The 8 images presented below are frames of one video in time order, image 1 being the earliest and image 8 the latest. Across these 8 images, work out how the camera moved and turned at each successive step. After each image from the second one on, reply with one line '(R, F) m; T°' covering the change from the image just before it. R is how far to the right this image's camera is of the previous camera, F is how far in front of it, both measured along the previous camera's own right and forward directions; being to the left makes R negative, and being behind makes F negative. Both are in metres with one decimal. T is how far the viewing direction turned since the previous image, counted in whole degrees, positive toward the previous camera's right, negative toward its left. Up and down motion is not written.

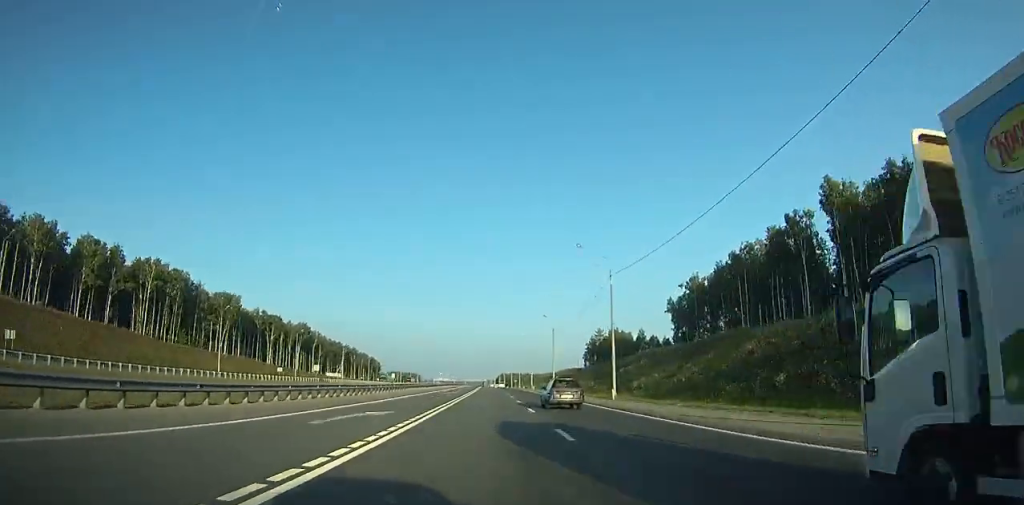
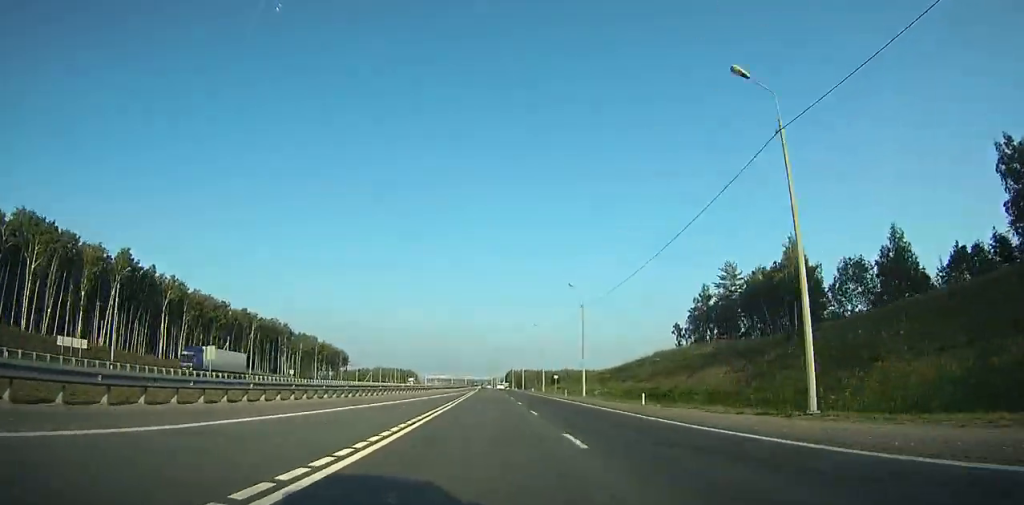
(0.0, +117.3) m; 0°
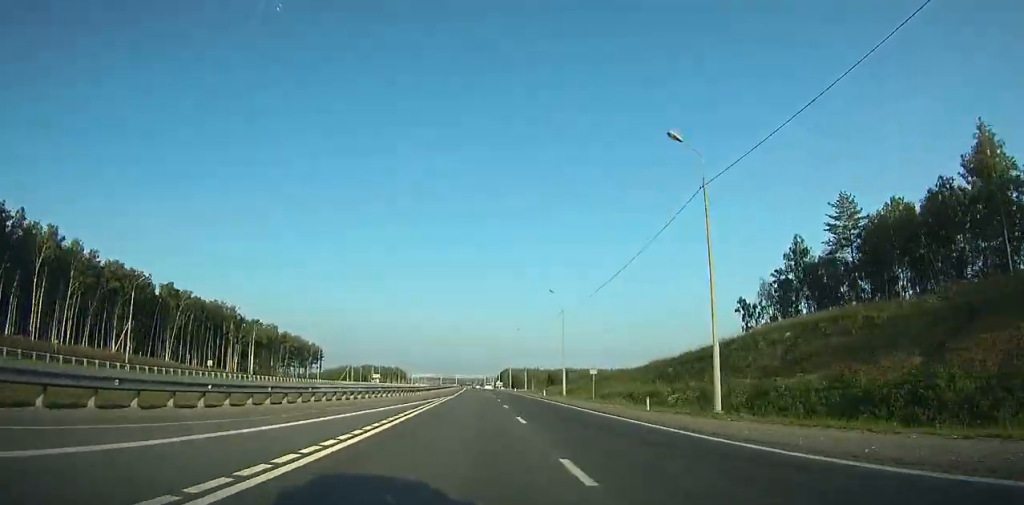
(-0.2, +39.2) m; 0°
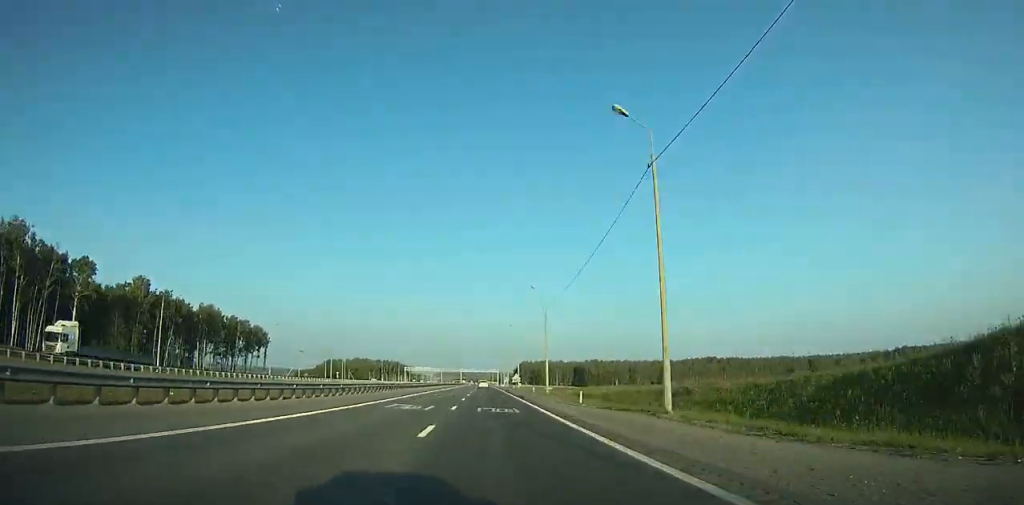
(+0.4, +86.7) m; -1°
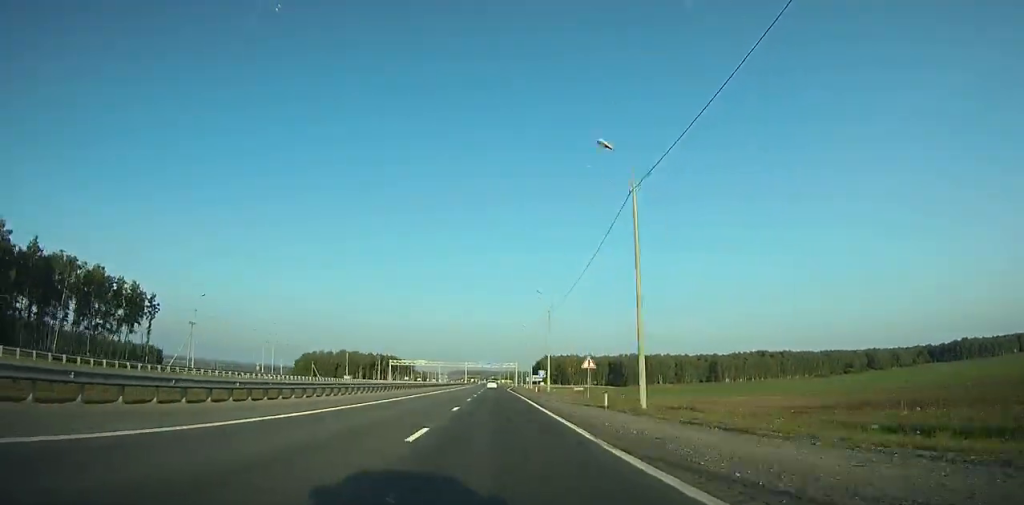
(-1.2, +86.5) m; -1°
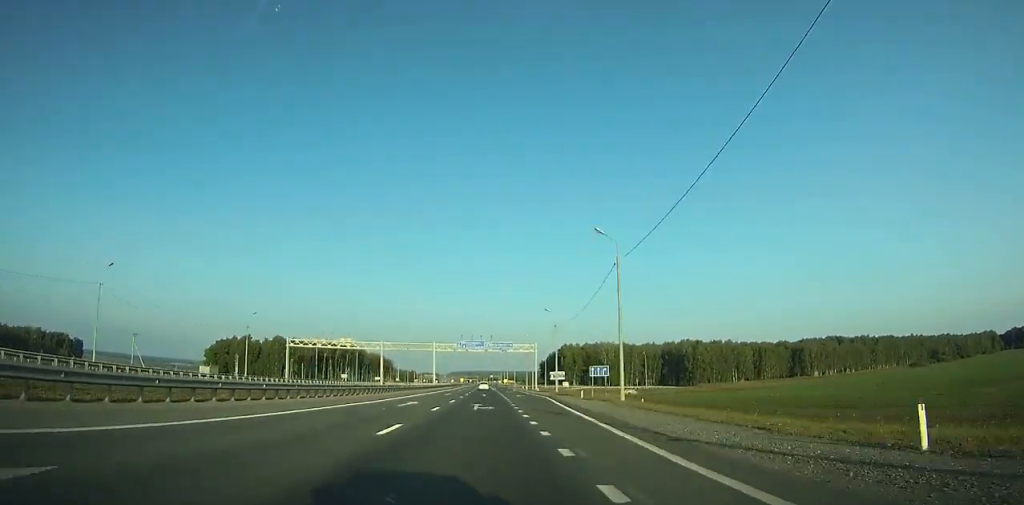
(-1.1, +120.8) m; -1°
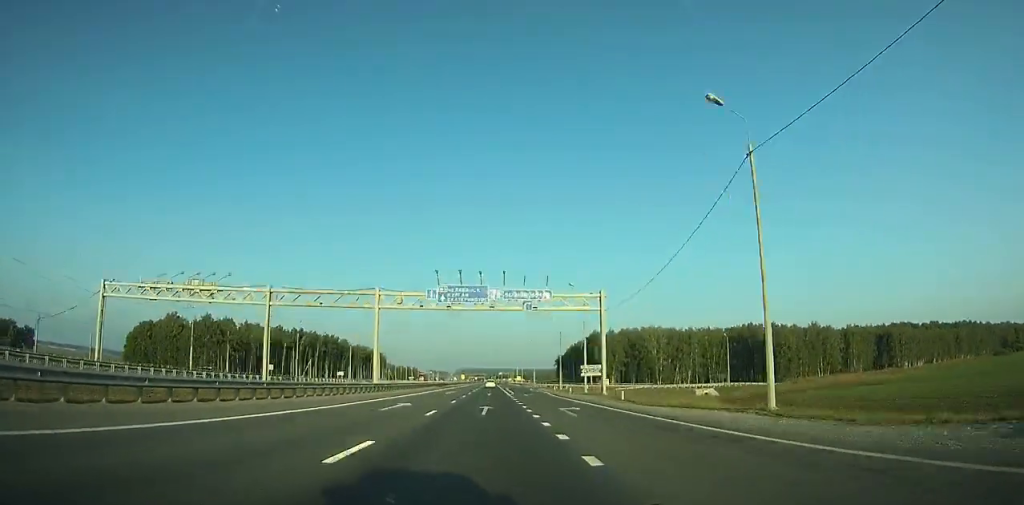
(-0.6, +67.4) m; 0°
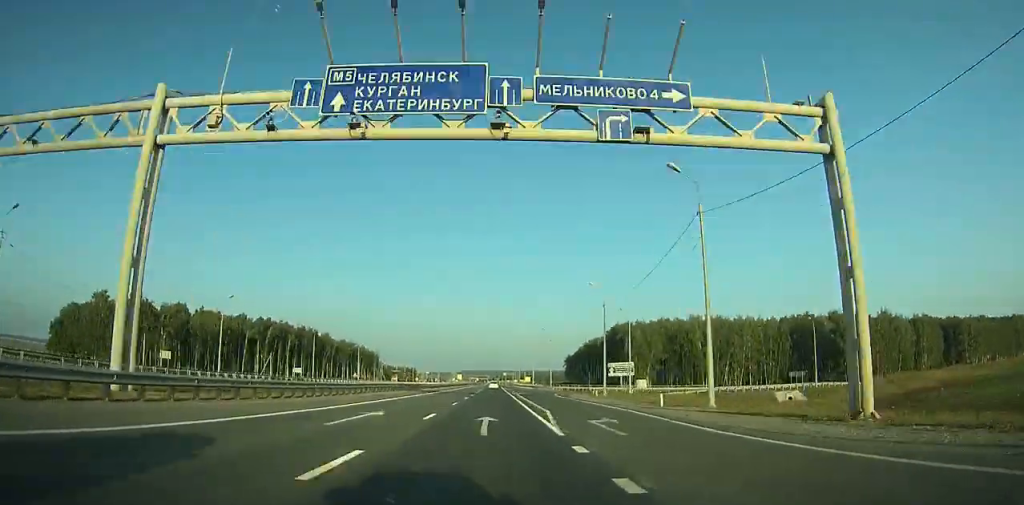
(-0.1, +37.4) m; 0°
